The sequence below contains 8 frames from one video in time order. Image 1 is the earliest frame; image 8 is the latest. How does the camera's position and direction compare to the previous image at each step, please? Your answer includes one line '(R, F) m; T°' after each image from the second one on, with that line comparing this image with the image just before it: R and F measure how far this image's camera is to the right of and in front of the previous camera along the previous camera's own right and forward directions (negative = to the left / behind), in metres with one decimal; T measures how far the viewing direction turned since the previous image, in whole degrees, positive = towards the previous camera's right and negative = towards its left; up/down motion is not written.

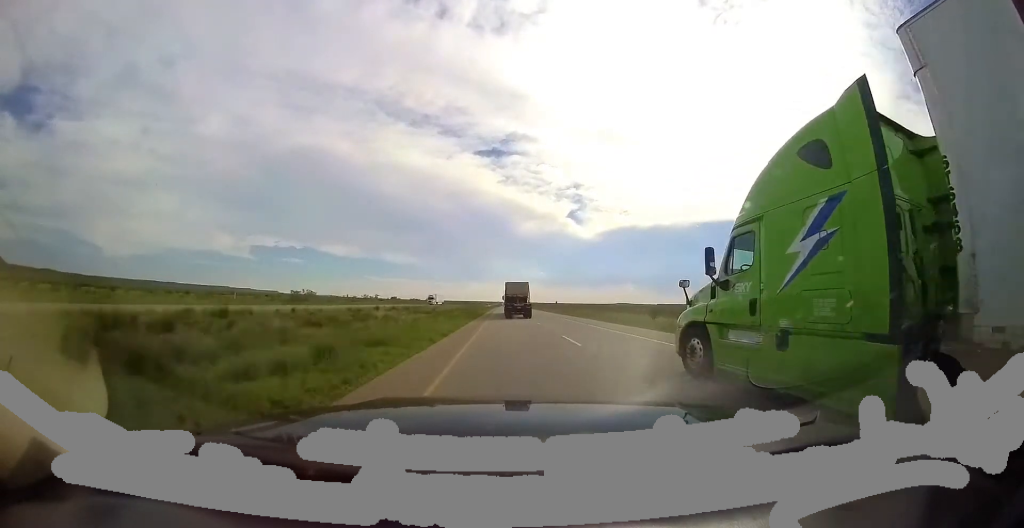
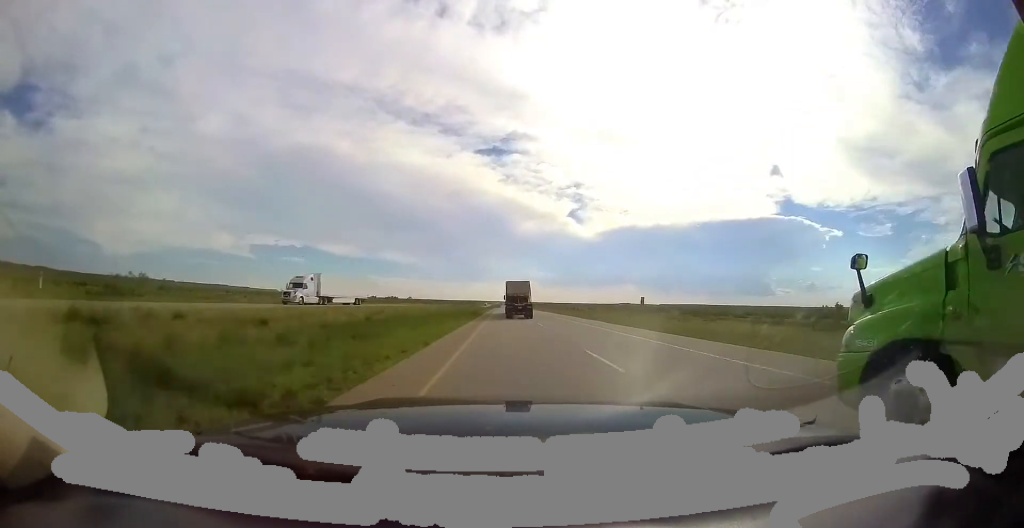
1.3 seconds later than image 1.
(-0.2, +41.8) m; 0°
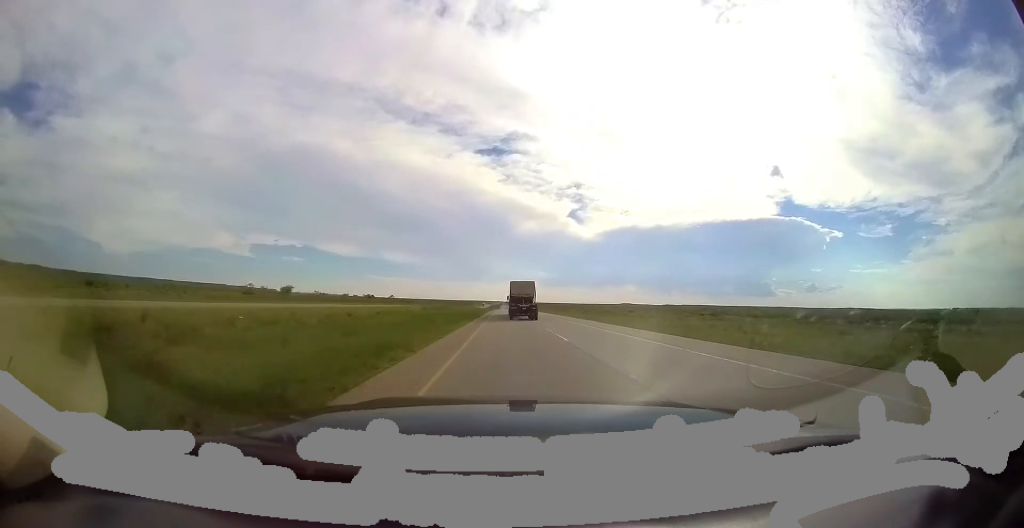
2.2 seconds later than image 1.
(-0.2, +30.8) m; 0°
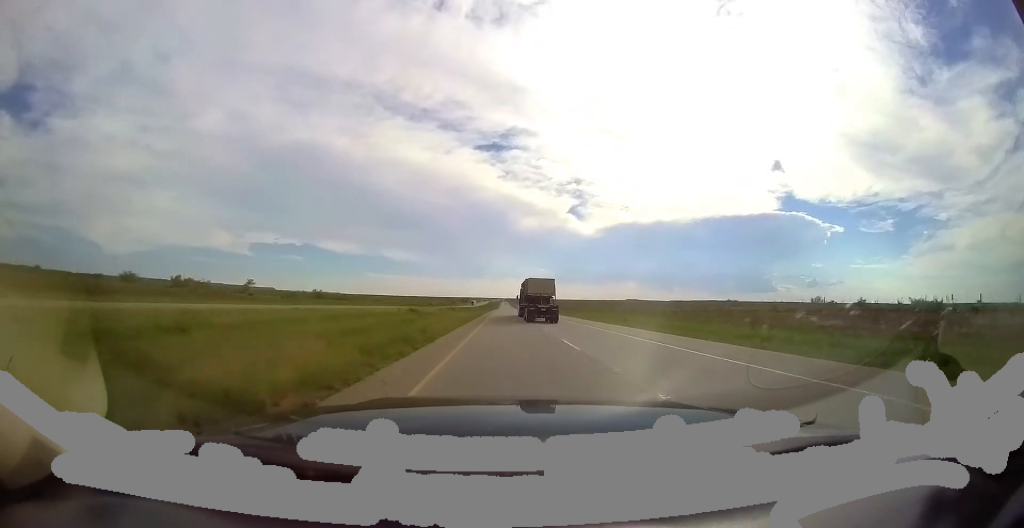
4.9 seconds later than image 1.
(0.0, +89.7) m; -1°
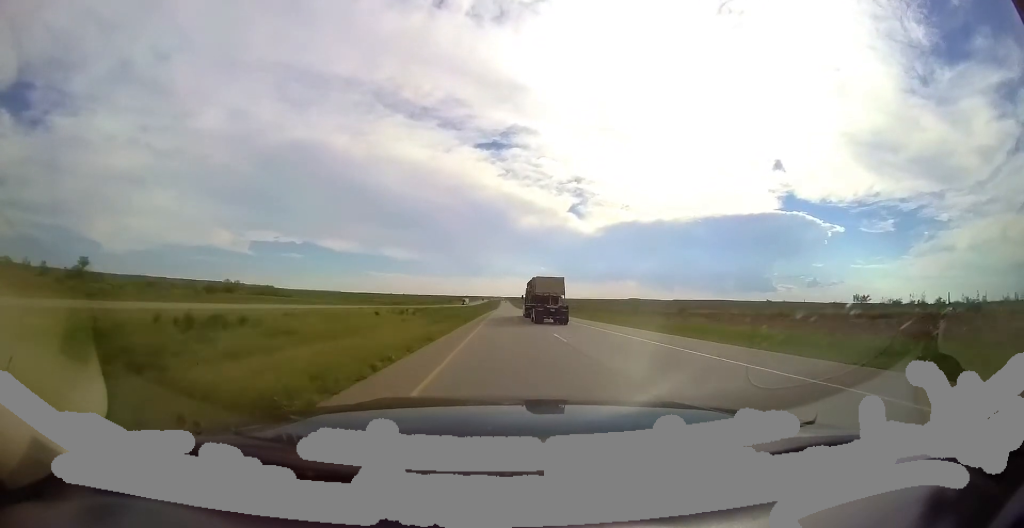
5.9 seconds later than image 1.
(-0.9, +34.1) m; 0°
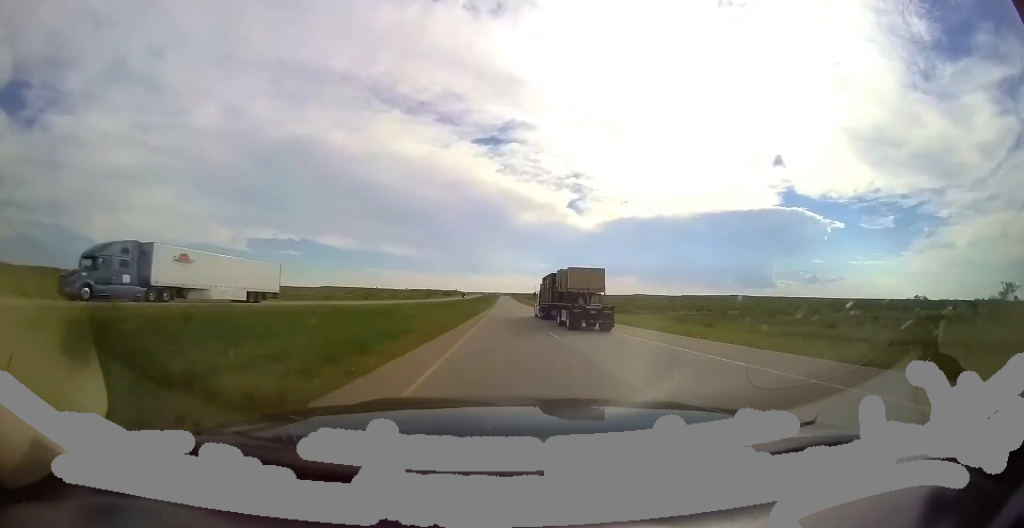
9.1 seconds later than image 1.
(+1.2, +110.2) m; +1°
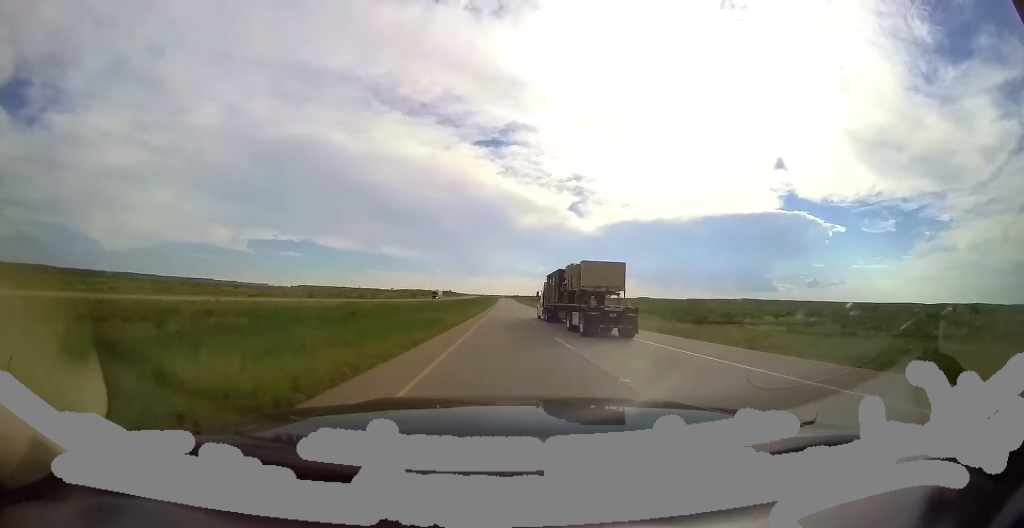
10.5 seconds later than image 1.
(-0.1, +51.0) m; 0°
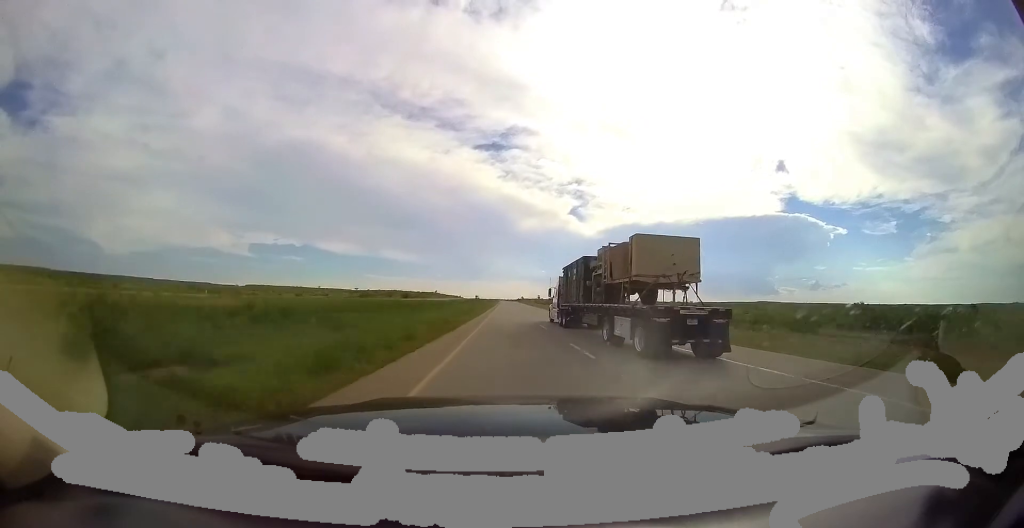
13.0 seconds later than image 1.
(-0.7, +86.8) m; -1°
